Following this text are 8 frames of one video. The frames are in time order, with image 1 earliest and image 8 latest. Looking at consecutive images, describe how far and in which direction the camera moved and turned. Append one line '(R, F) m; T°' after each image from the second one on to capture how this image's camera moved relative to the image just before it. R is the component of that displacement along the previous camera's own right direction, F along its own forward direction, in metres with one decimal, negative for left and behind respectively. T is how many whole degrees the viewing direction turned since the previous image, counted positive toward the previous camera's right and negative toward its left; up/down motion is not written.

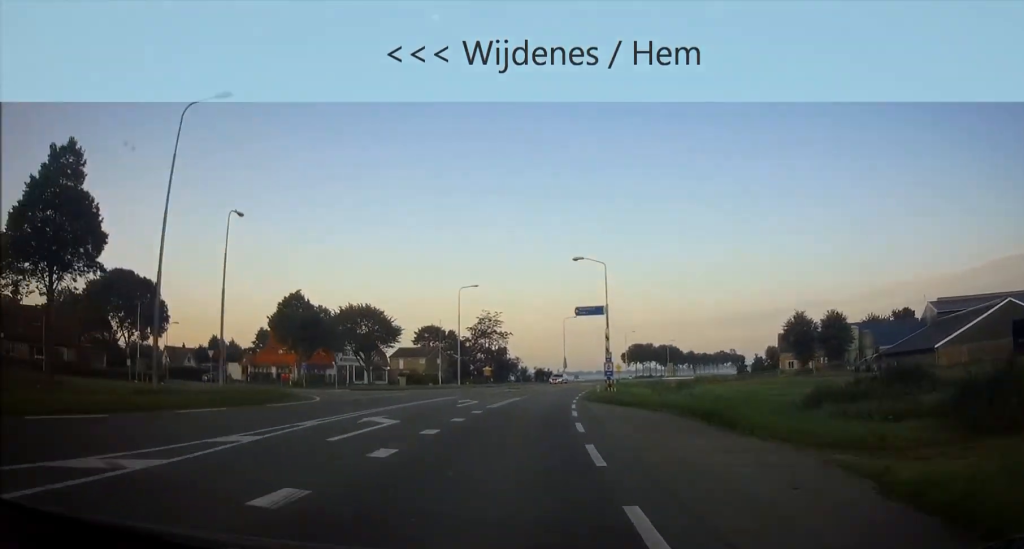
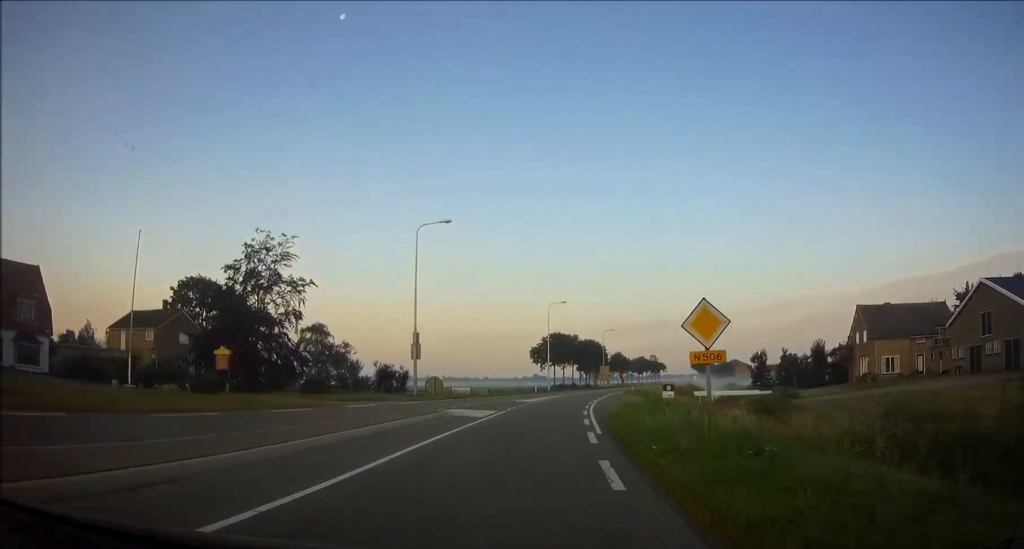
(+5.4, +65.1) m; +10°
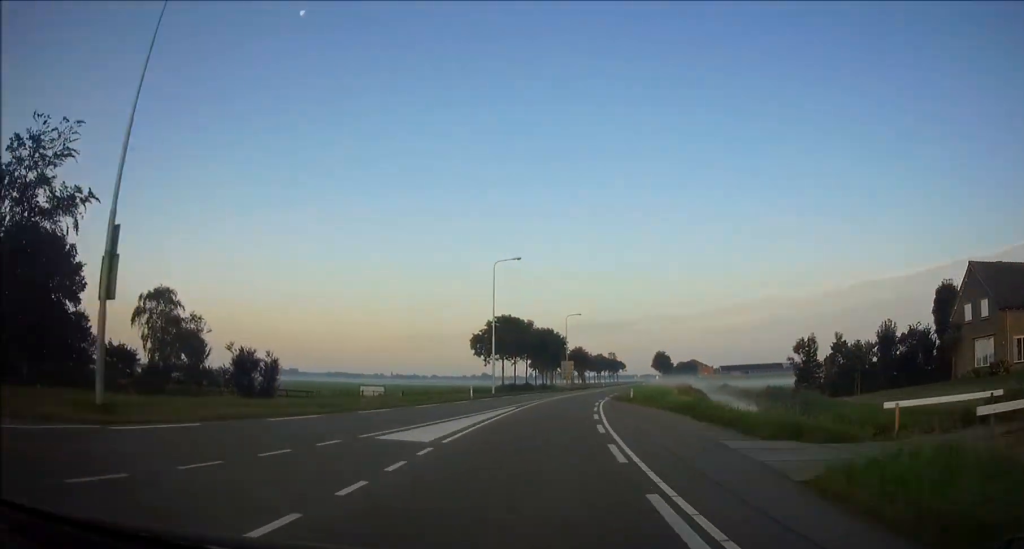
(+0.9, +25.5) m; +4°
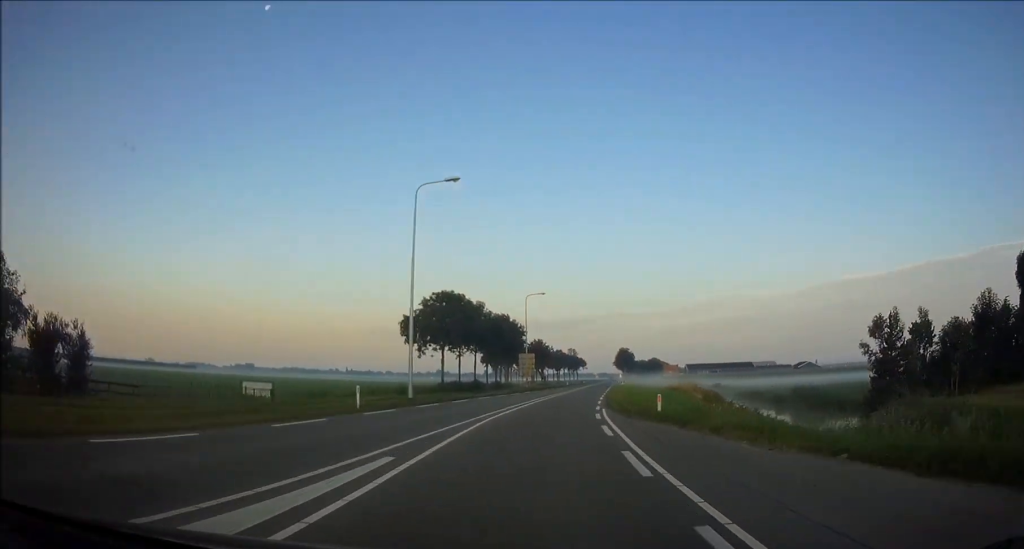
(+0.1, +19.1) m; +3°
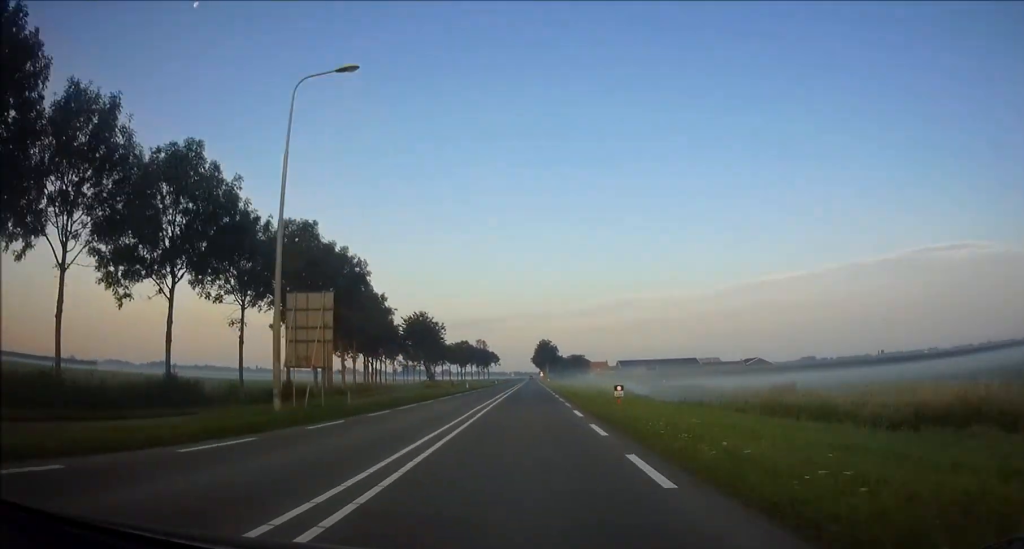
(+3.7, +50.8) m; +5°
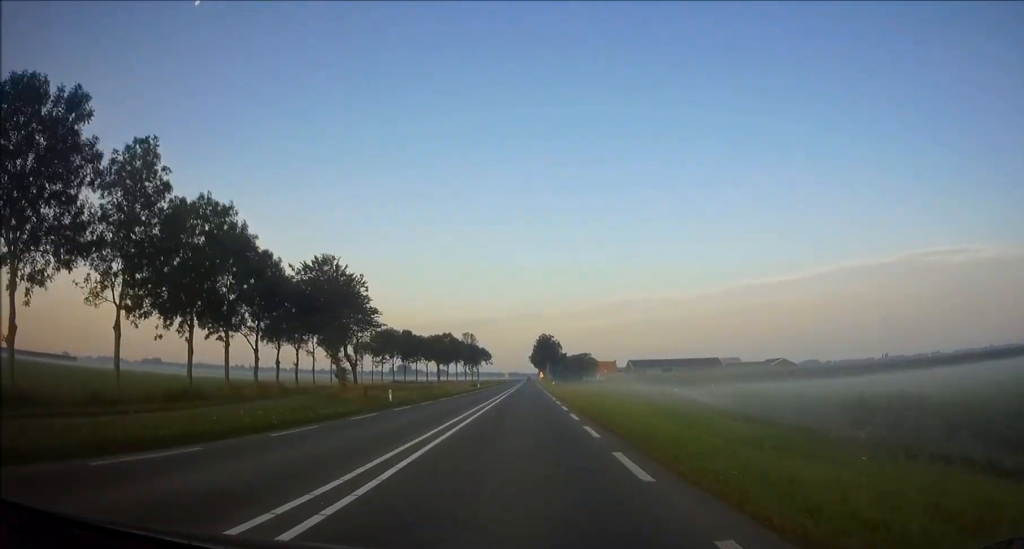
(+0.8, +36.6) m; +1°
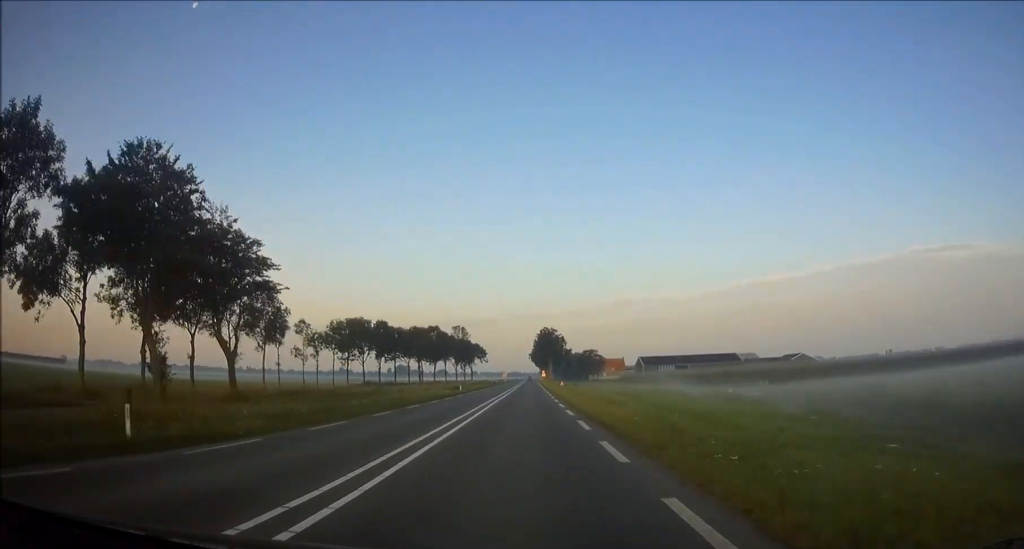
(-0.1, +22.3) m; 0°
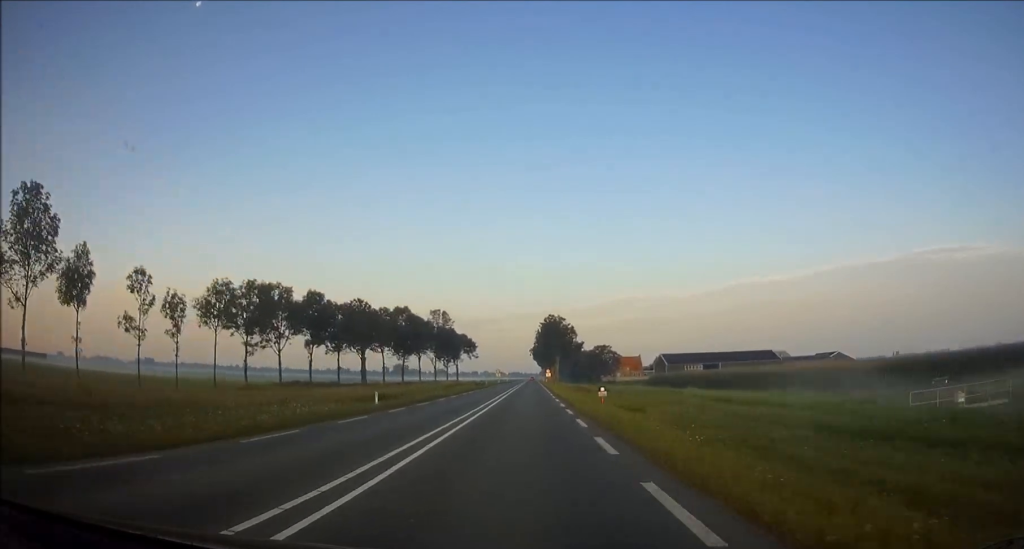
(-0.1, +35.0) m; 0°
